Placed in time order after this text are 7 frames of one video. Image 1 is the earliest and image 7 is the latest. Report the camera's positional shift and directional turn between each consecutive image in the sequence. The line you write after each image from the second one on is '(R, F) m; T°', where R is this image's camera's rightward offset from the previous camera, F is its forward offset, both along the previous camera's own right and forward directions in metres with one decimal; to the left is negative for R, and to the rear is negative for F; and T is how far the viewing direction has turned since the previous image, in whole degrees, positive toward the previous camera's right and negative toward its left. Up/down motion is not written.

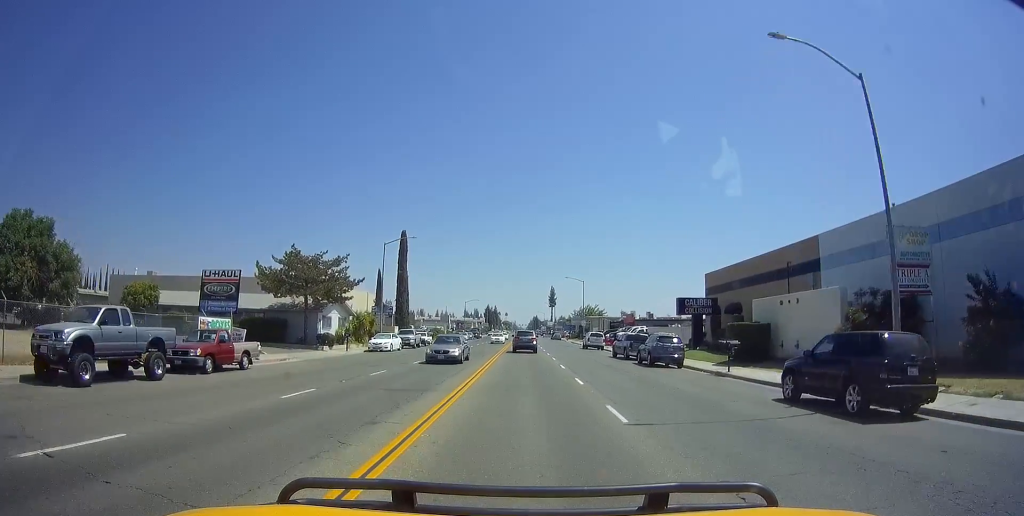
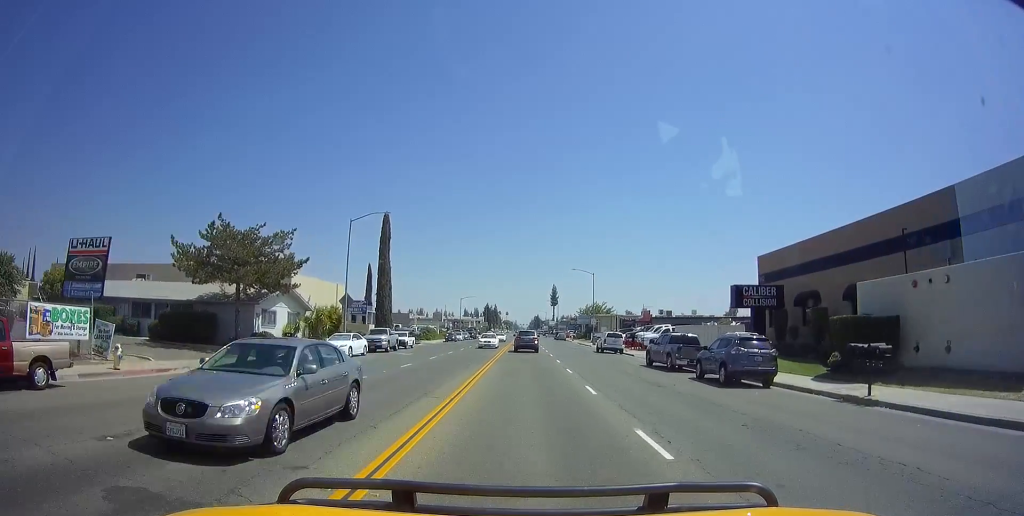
(-0.1, +10.1) m; -1°
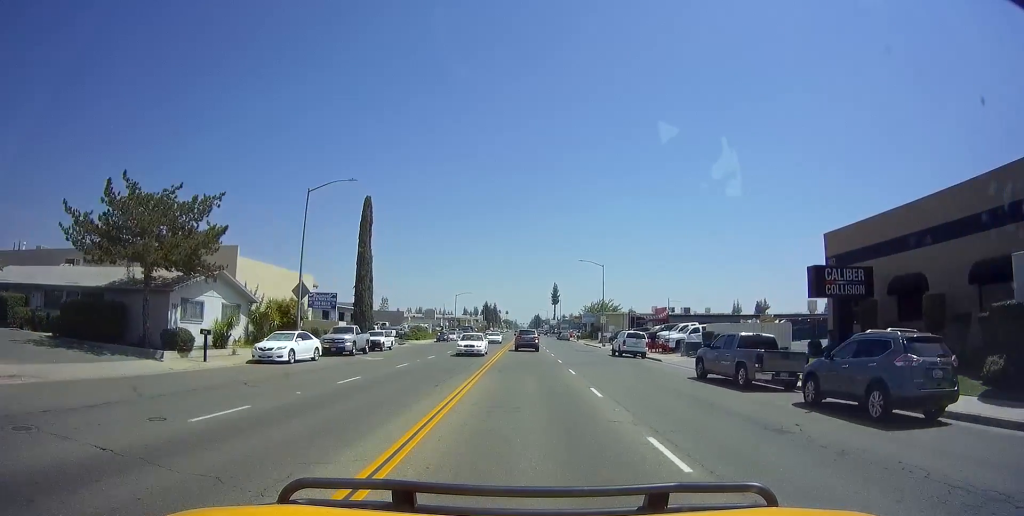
(0.0, +8.2) m; -1°
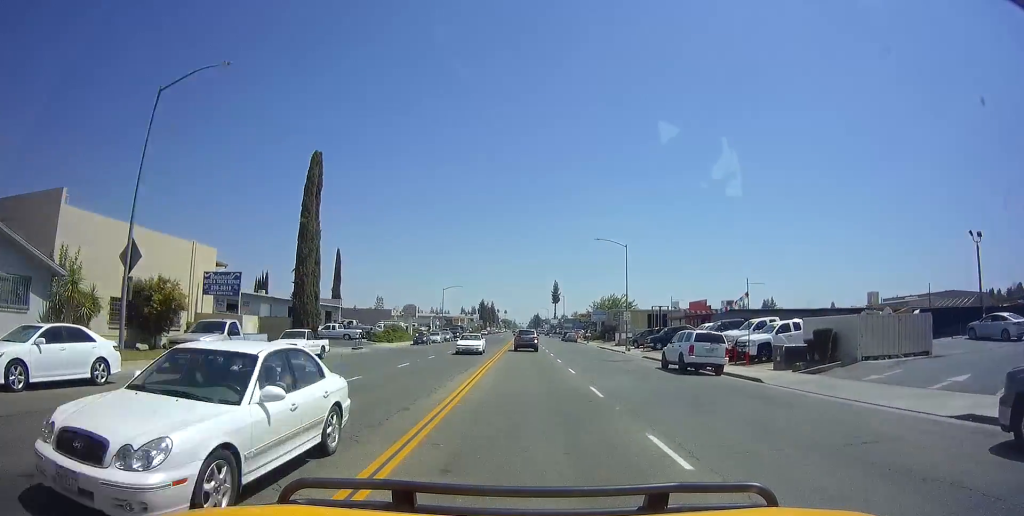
(-0.2, +14.5) m; 0°
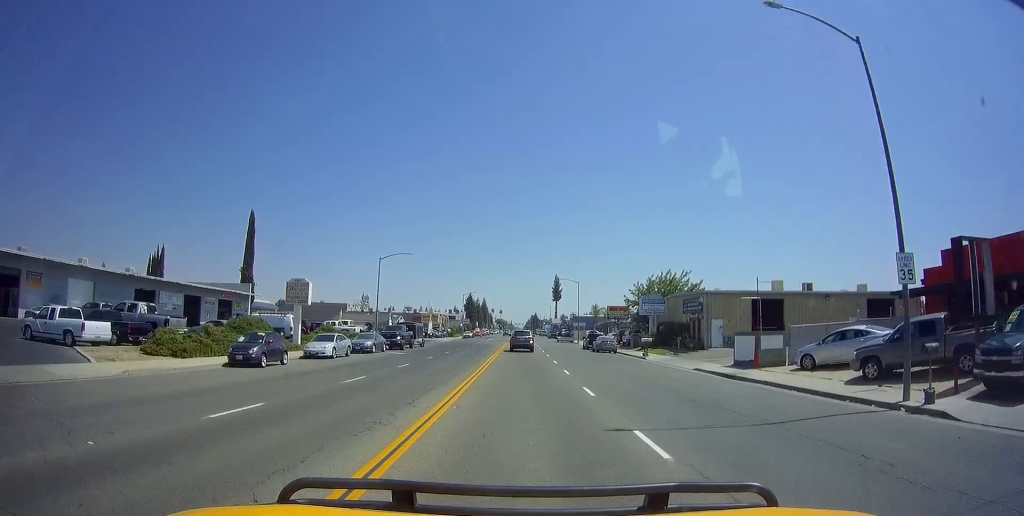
(+0.5, +36.3) m; +1°
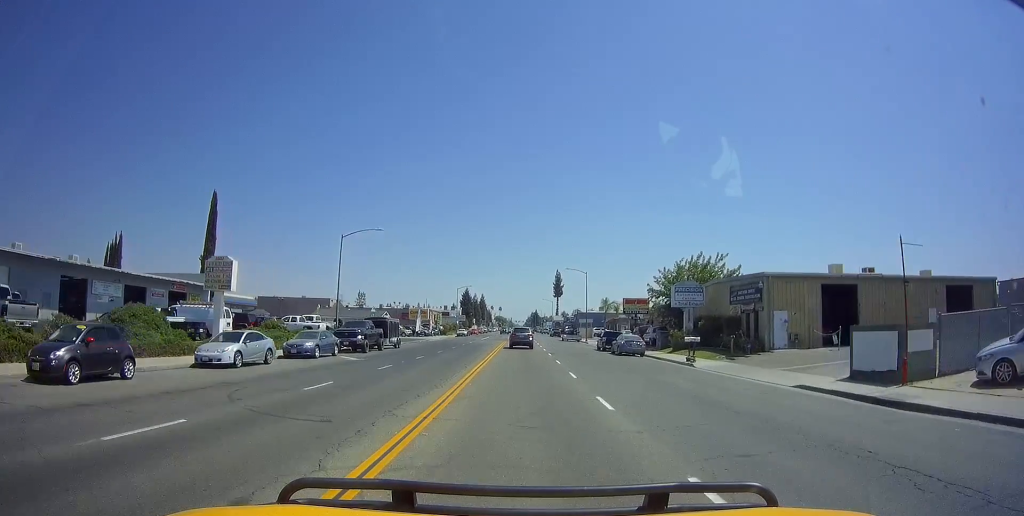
(0.0, +10.5) m; 0°
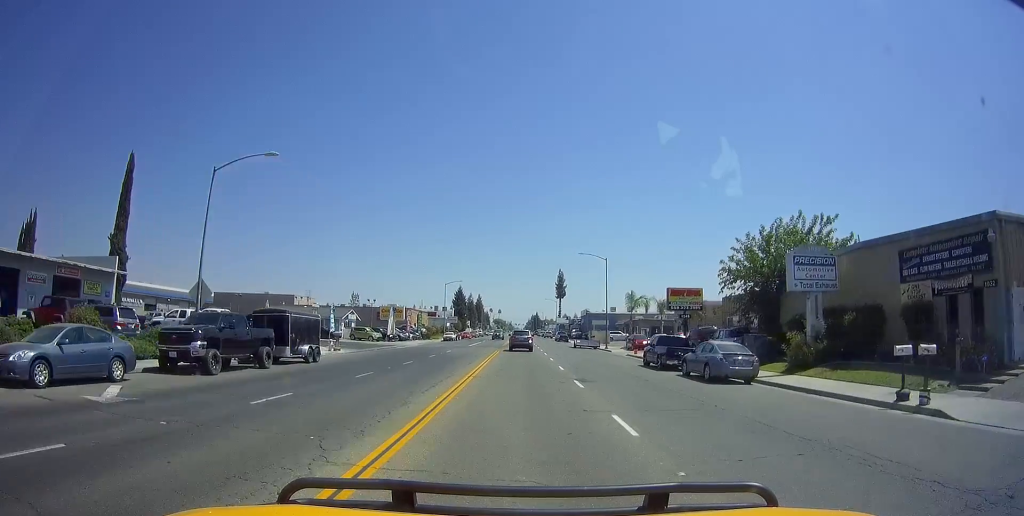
(0.0, +17.5) m; +1°
